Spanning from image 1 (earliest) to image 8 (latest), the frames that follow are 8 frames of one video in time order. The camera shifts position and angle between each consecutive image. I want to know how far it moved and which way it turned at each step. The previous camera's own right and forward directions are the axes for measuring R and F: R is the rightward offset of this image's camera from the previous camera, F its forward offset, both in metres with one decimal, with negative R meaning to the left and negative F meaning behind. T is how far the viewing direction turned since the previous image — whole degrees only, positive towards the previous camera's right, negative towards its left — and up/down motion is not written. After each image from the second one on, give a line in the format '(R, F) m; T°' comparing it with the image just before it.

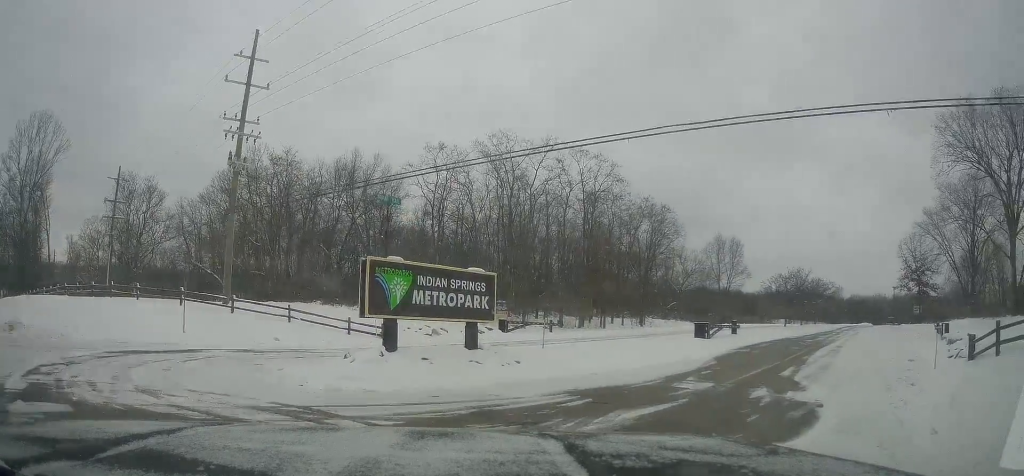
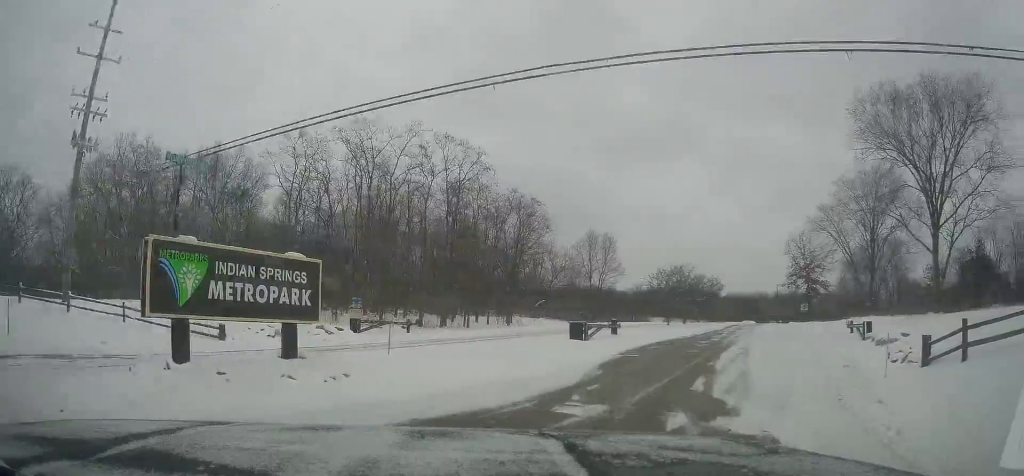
(+0.8, +2.7) m; +16°
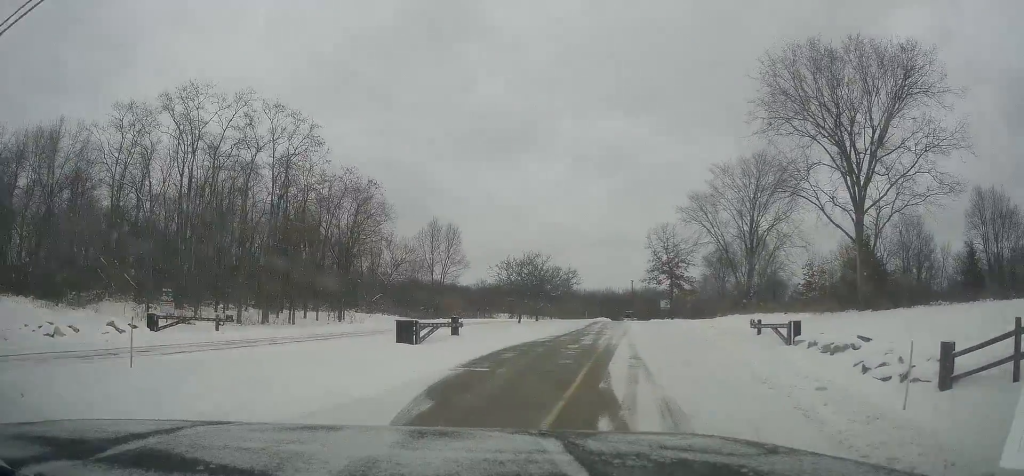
(+0.8, +4.5) m; +14°
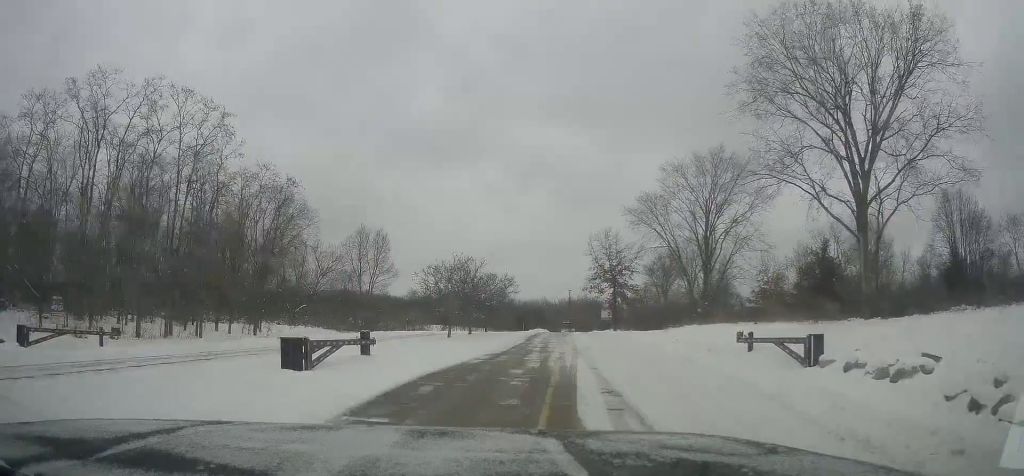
(+0.1, +4.0) m; +5°
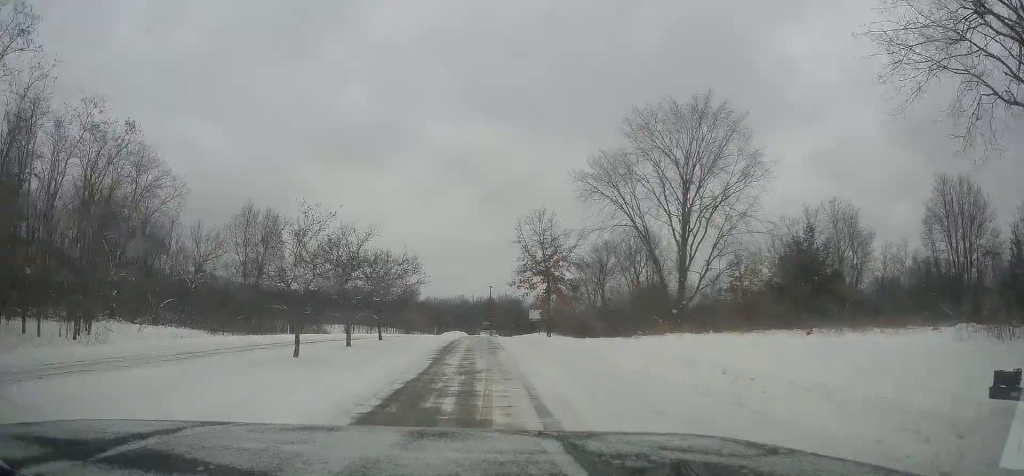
(+1.1, +13.5) m; +4°
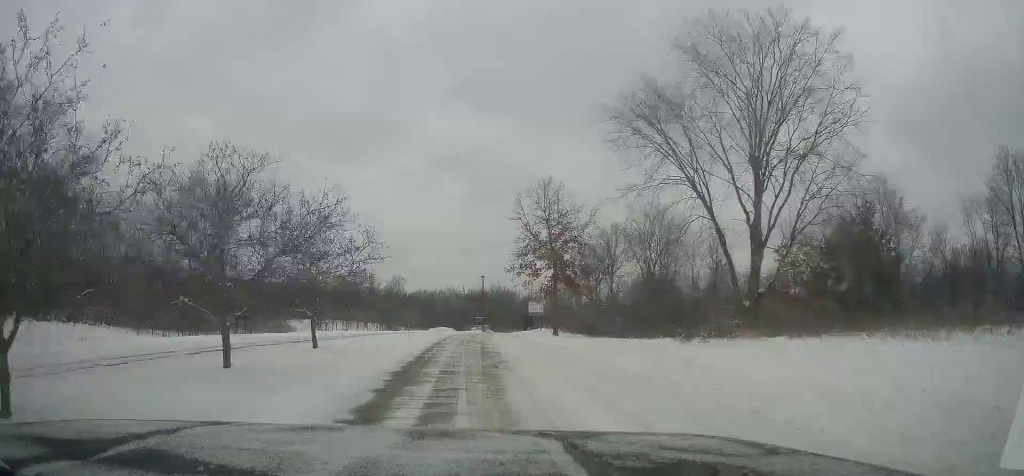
(-0.9, +12.4) m; -1°
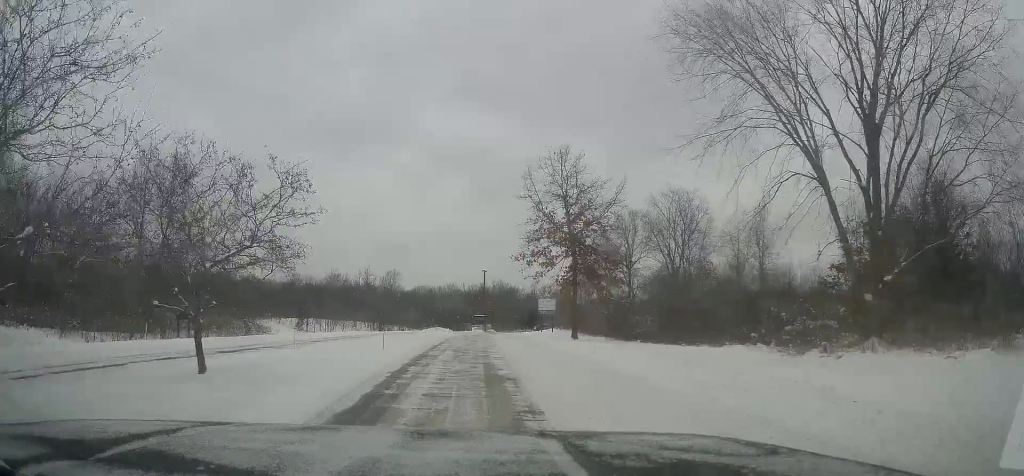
(+1.2, +9.6) m; +7°
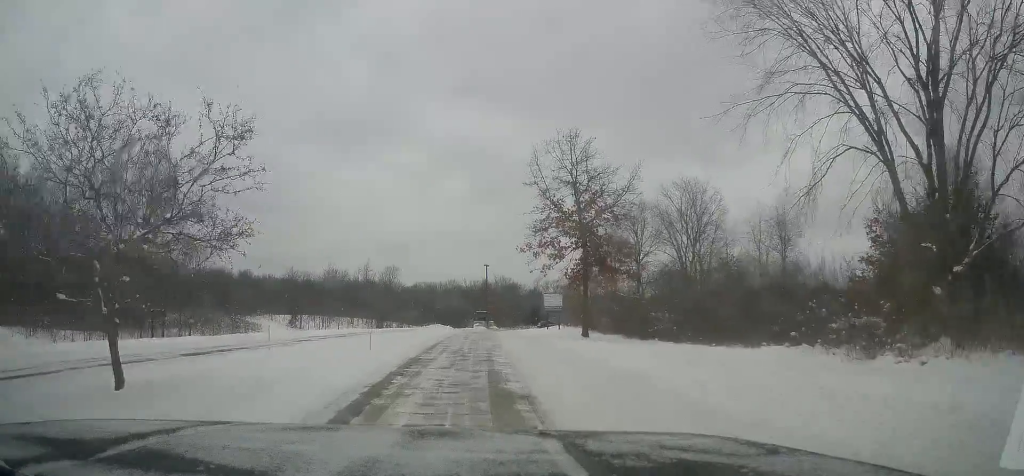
(-0.1, +3.5) m; -1°
